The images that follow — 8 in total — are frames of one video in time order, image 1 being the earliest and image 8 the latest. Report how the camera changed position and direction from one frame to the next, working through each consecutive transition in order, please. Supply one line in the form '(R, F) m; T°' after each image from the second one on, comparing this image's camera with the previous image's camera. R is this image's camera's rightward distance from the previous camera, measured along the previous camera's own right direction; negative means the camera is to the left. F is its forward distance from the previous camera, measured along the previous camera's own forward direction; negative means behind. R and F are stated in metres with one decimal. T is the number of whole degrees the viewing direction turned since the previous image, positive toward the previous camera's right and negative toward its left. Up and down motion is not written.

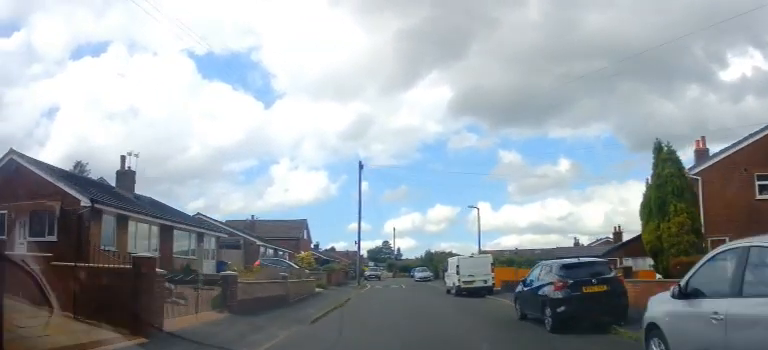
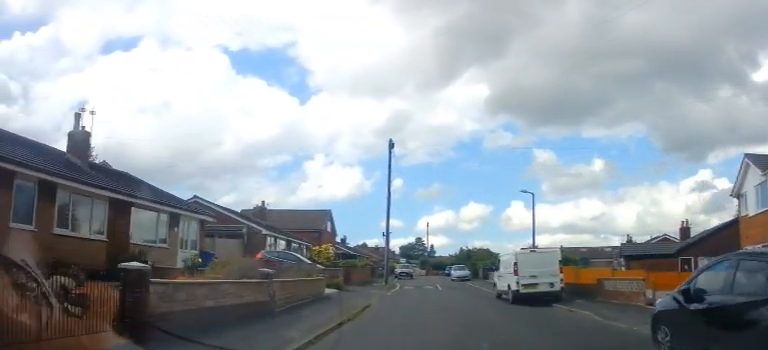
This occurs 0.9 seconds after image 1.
(-0.3, +5.8) m; -4°
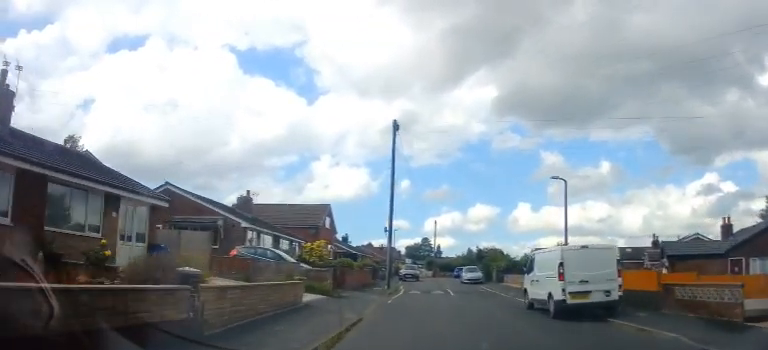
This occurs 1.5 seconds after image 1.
(-0.3, +4.4) m; 0°
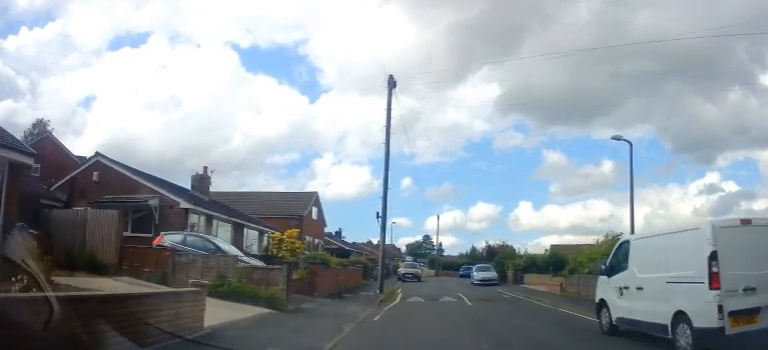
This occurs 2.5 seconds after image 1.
(+0.4, +6.6) m; +1°
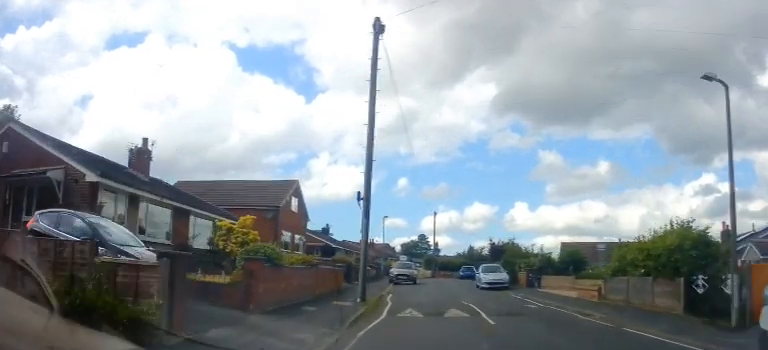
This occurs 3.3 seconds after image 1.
(-0.2, +5.5) m; -3°
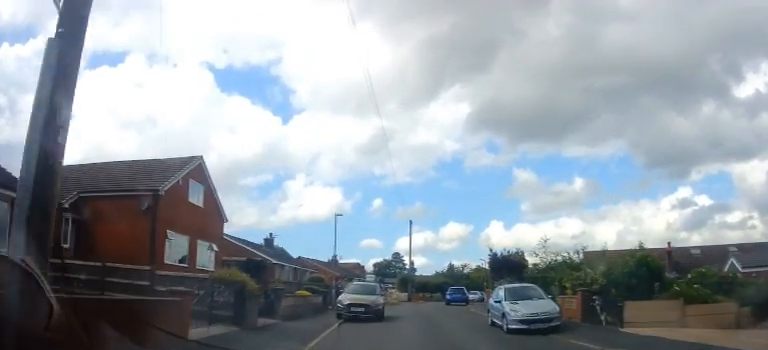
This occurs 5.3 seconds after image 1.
(+0.1, +13.1) m; +5°
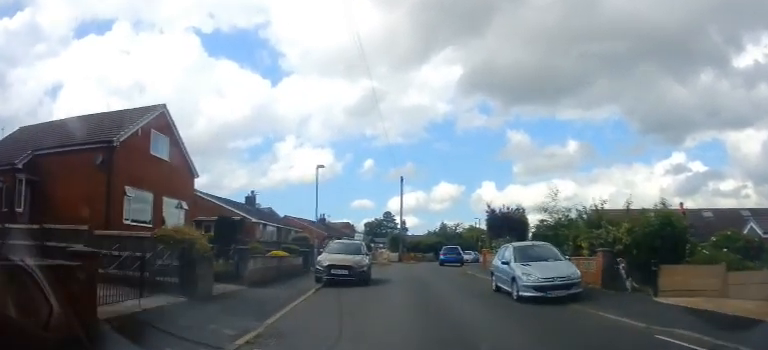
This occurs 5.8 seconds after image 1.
(+0.1, +2.8) m; +1°
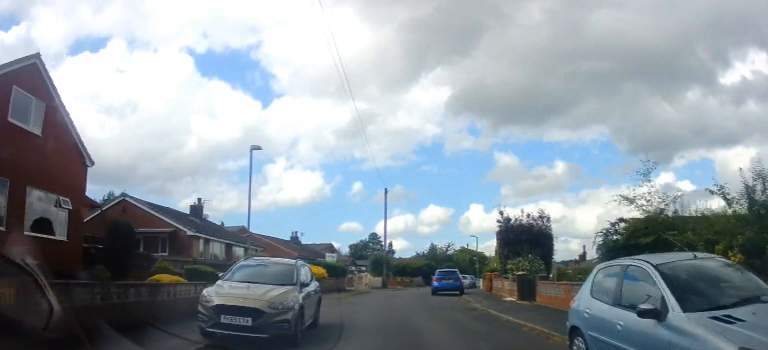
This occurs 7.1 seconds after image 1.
(-0.1, +8.2) m; -1°
